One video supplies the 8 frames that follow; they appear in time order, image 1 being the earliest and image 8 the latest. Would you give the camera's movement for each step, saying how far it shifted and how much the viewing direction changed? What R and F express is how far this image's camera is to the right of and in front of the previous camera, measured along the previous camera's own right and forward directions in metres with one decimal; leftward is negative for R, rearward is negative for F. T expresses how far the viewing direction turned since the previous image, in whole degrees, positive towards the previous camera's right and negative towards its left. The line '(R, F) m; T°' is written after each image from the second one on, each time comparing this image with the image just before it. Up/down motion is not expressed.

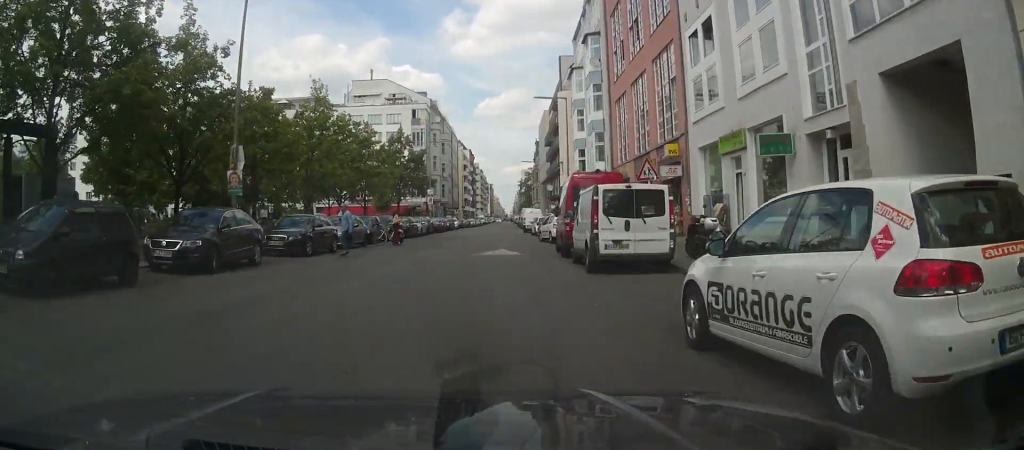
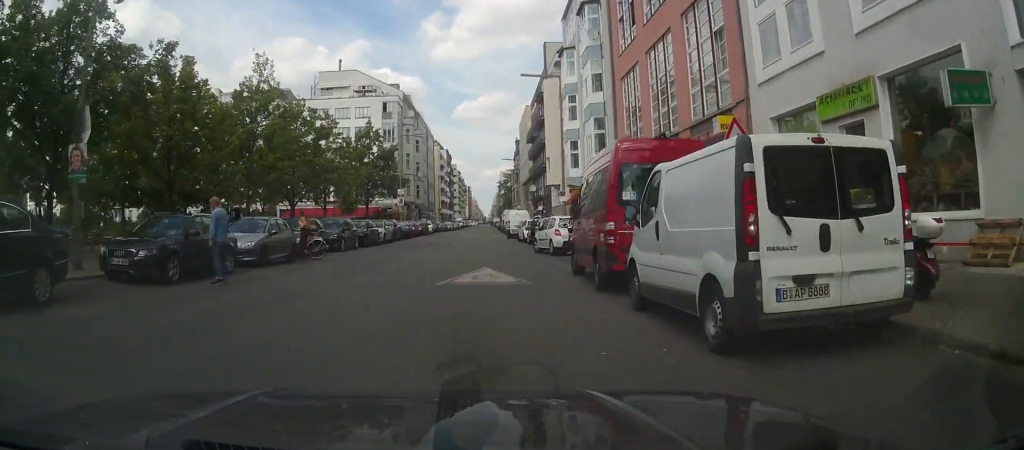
(+0.5, +7.0) m; +5°
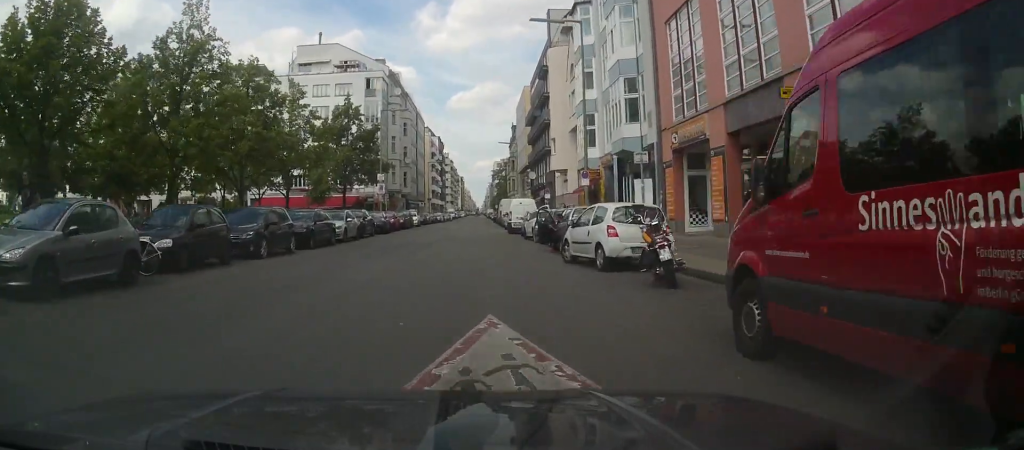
(0.0, +8.3) m; 0°
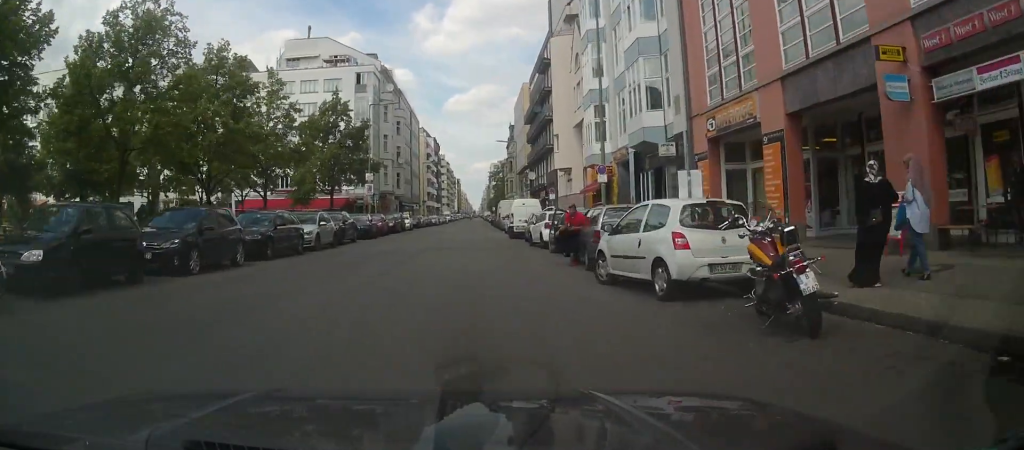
(0.0, +4.0) m; 0°
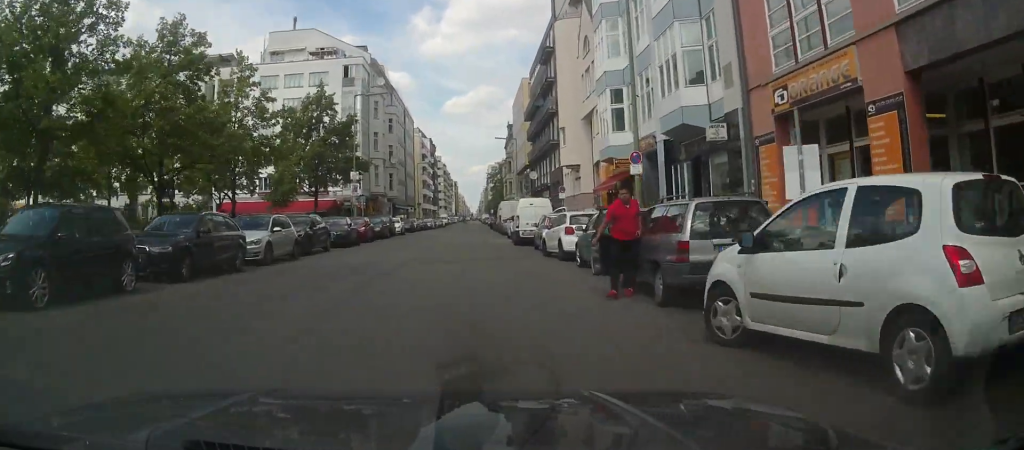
(0.0, +5.1) m; 0°
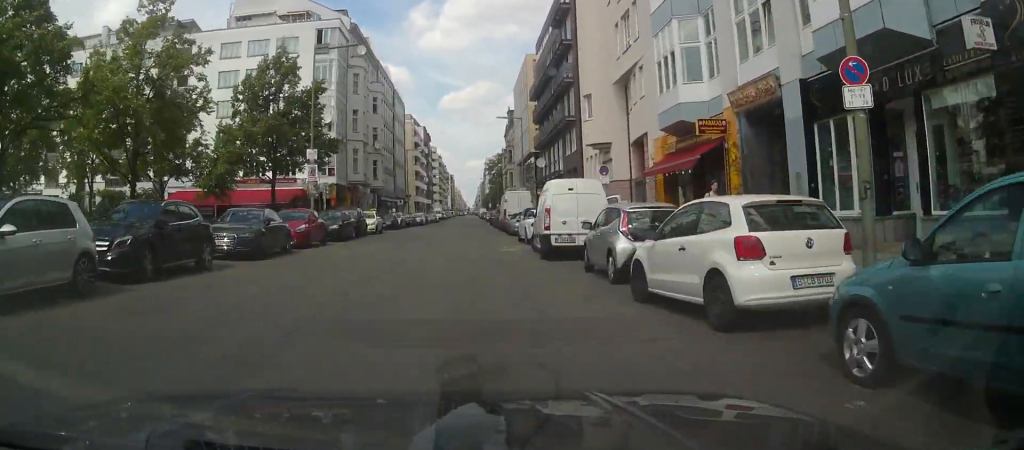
(0.0, +11.0) m; +1°
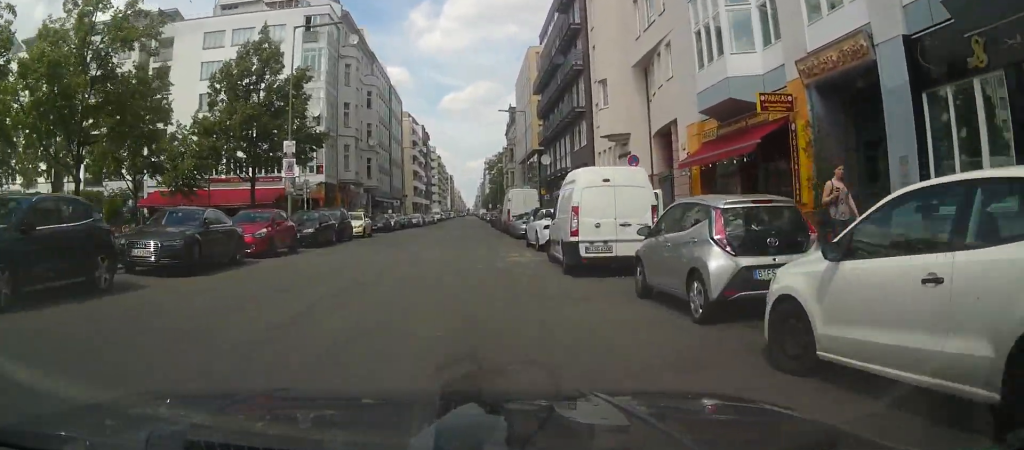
(0.0, +4.1) m; 0°
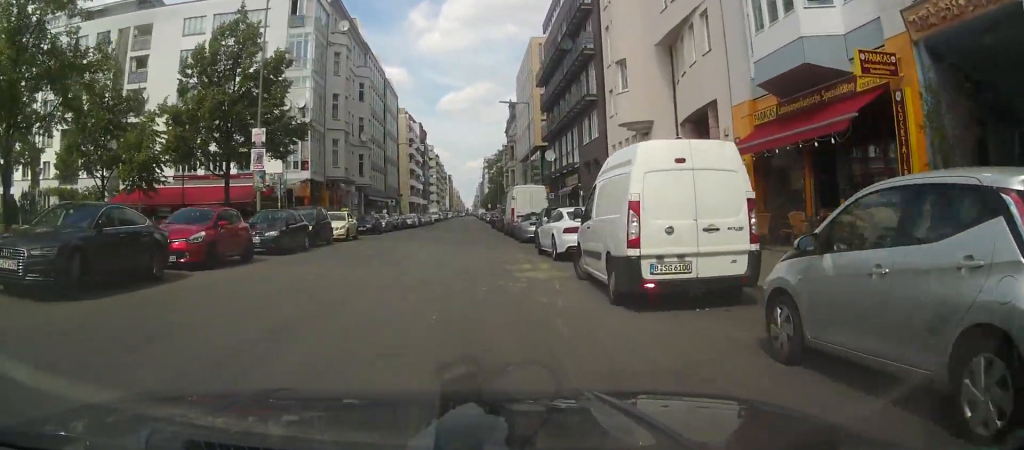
(0.0, +4.2) m; 0°
